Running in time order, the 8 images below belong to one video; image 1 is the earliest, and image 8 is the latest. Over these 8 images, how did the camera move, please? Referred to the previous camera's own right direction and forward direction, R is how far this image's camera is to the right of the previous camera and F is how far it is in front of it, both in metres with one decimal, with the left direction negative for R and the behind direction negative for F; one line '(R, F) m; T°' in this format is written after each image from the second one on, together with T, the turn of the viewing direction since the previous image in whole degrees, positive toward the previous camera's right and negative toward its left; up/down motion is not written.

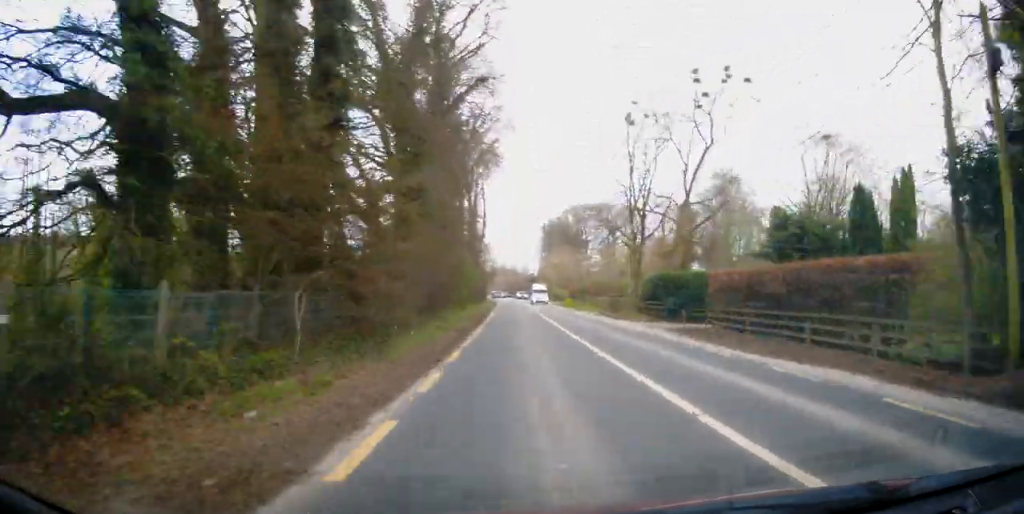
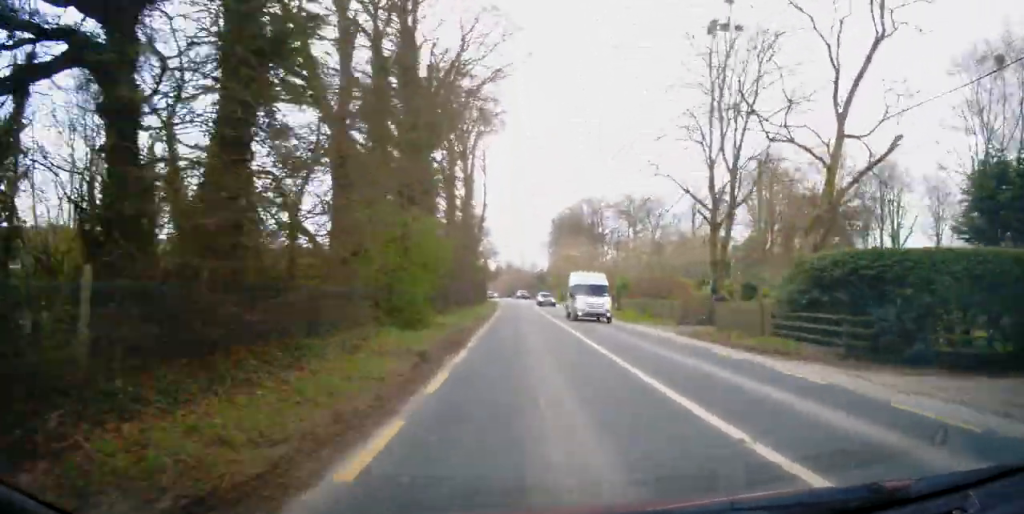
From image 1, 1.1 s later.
(+0.8, +19.7) m; +1°
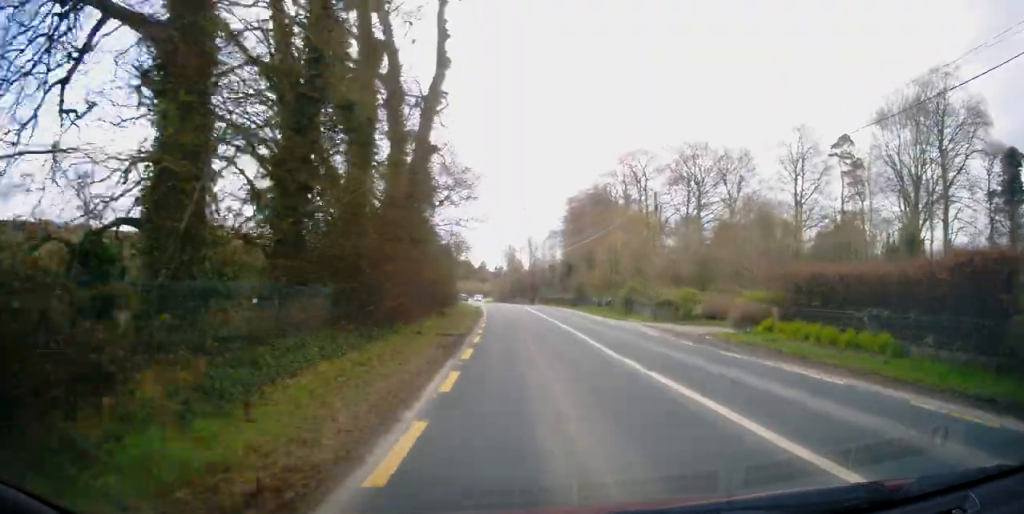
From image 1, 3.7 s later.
(+0.2, +47.2) m; +1°
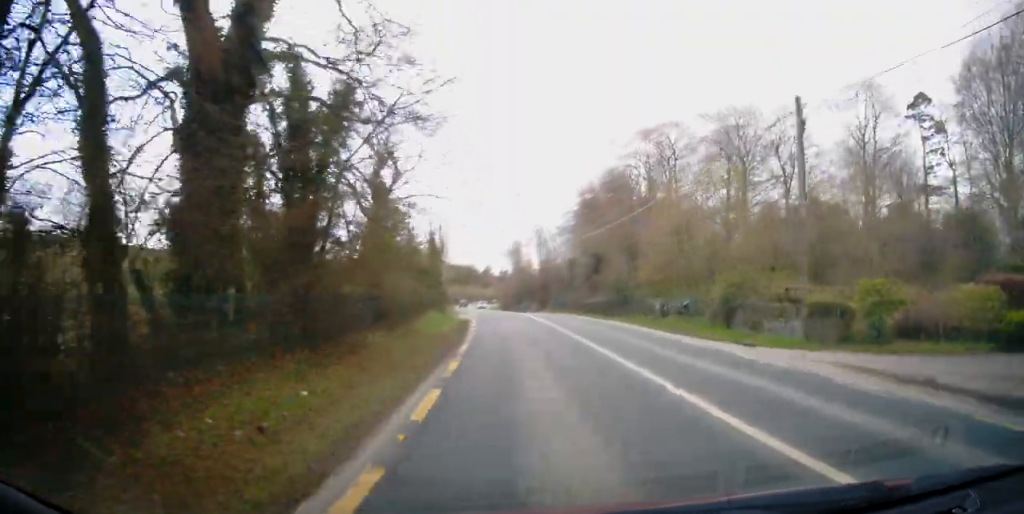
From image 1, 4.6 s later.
(-0.2, +17.5) m; -1°
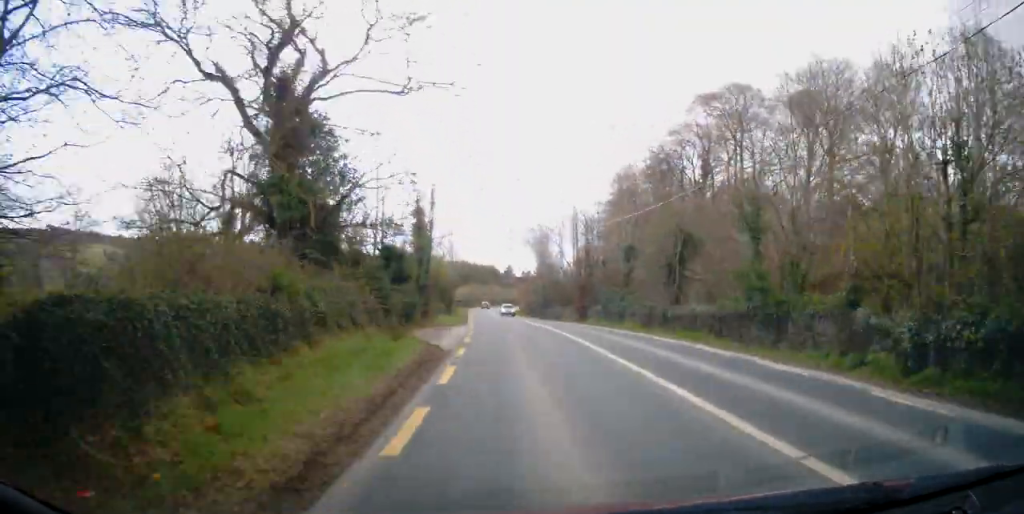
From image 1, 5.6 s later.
(0.0, +17.3) m; -1°
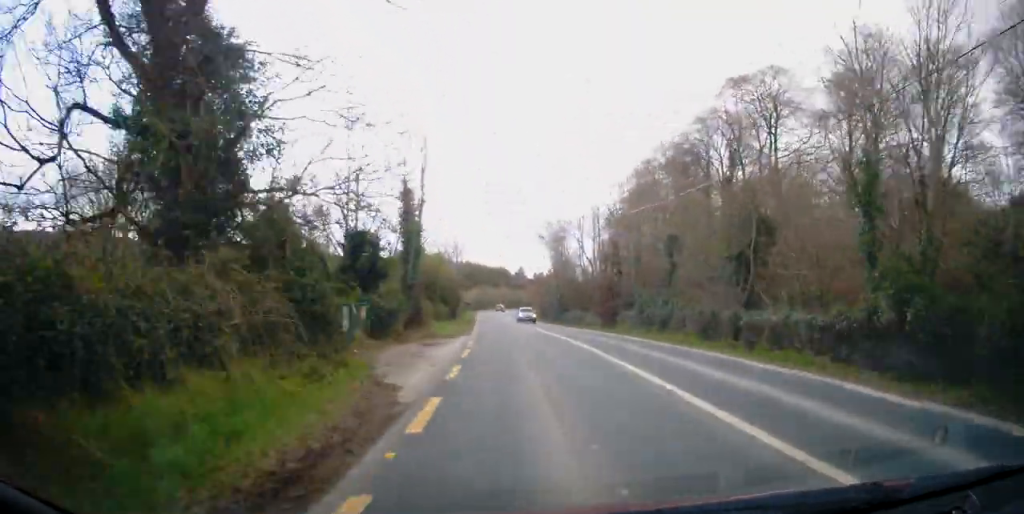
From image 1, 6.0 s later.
(0.0, +7.0) m; -1°
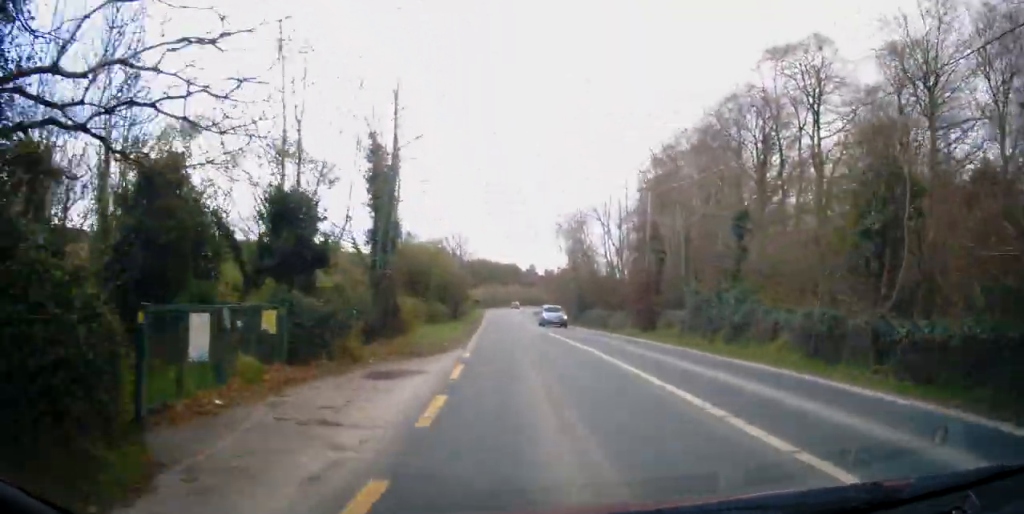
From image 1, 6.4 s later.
(0.0, +7.6) m; -1°
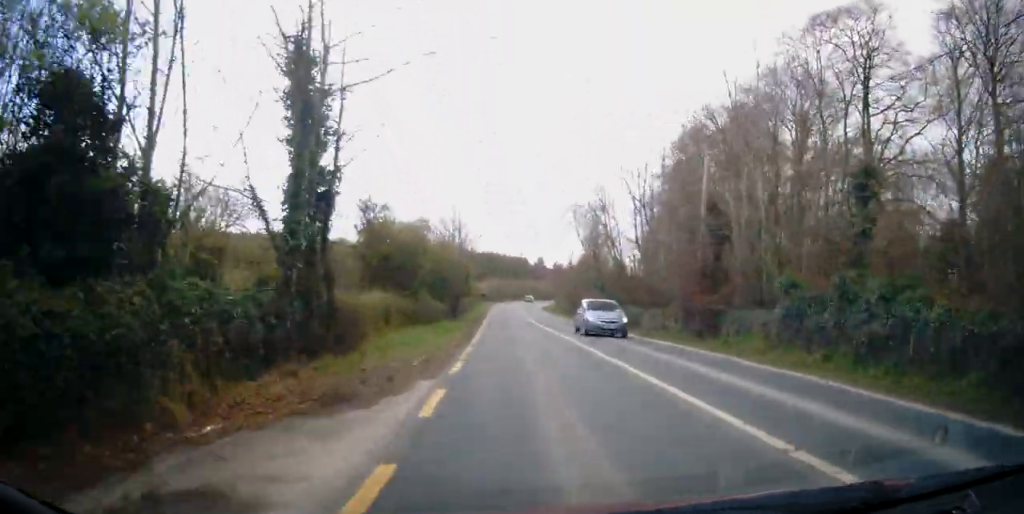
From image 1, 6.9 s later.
(-0.2, +7.7) m; -1°
